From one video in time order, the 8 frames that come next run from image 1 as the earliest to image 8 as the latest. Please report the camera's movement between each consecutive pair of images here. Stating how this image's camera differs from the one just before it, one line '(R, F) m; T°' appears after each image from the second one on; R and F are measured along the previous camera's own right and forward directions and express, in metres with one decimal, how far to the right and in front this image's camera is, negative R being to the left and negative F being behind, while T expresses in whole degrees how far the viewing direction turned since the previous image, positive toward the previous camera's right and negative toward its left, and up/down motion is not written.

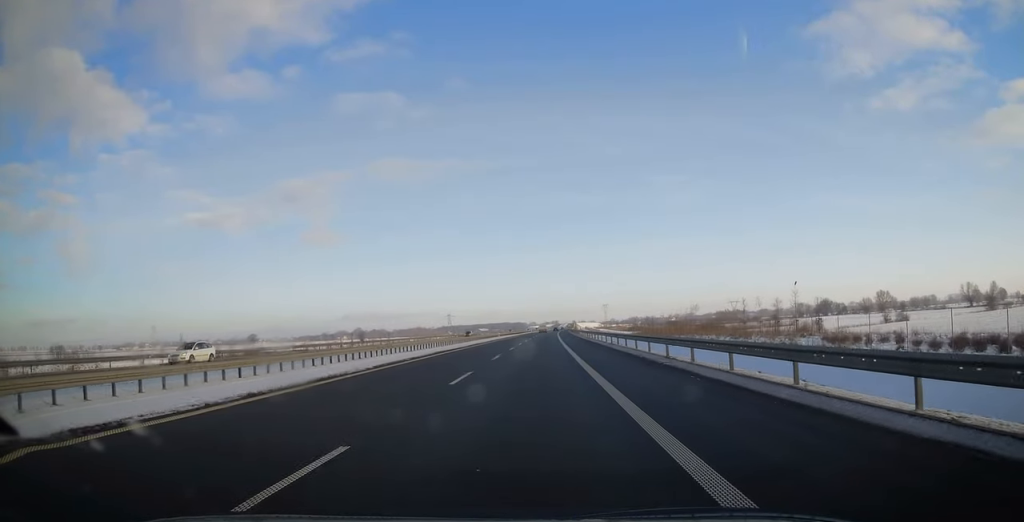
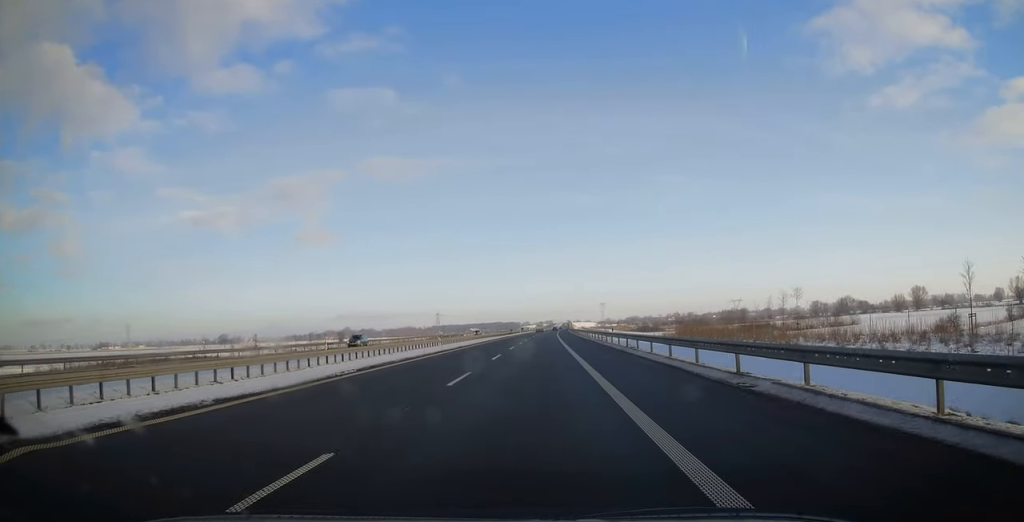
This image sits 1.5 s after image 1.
(+0.5, +48.4) m; +1°
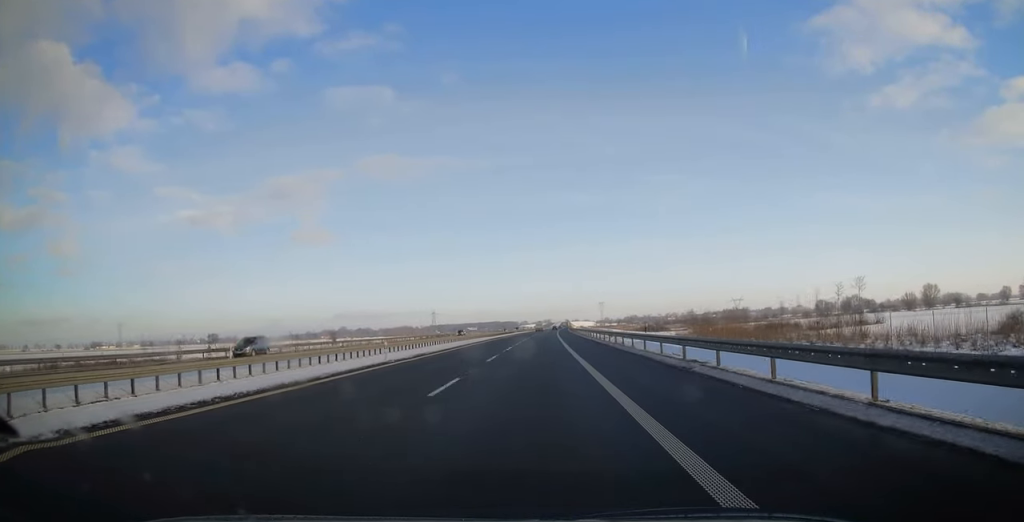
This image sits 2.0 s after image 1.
(0.0, +14.3) m; 0°
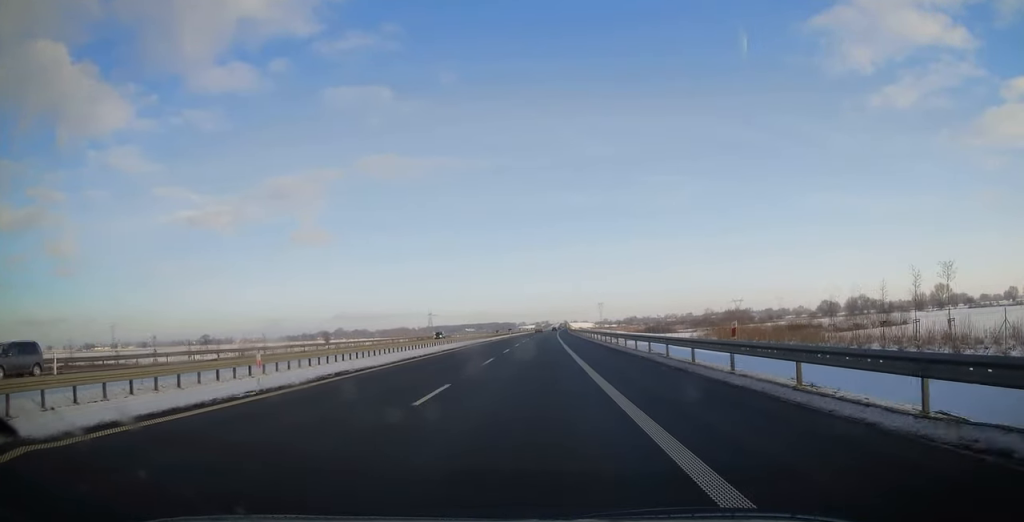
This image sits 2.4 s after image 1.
(-0.2, +13.3) m; 0°
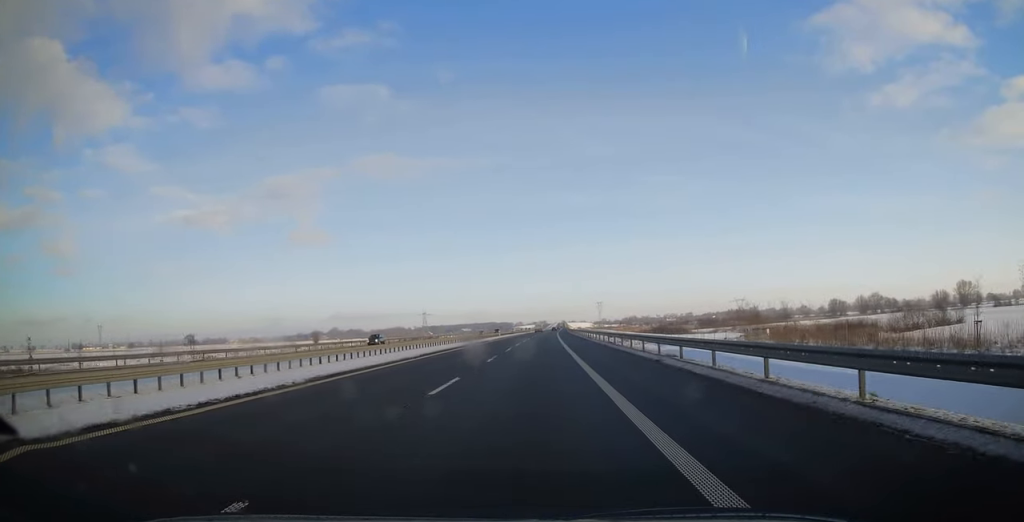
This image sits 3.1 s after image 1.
(+0.2, +22.3) m; +1°
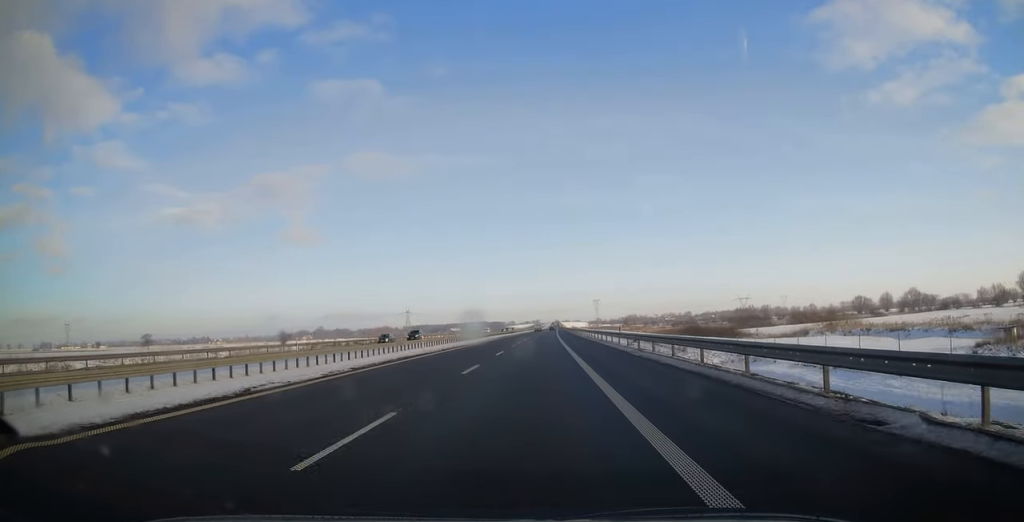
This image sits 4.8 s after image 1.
(+0.3, +54.7) m; 0°
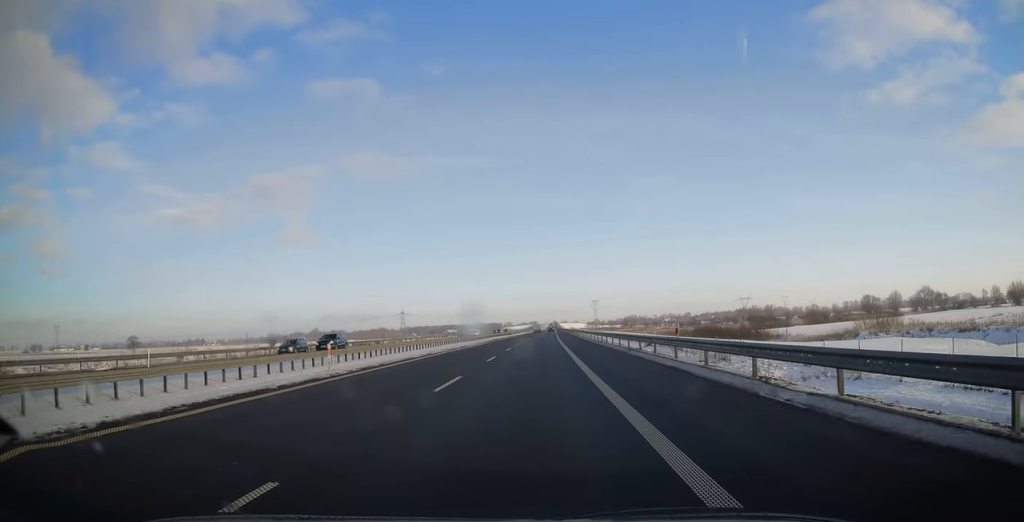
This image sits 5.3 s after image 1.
(0.0, +16.5) m; 0°
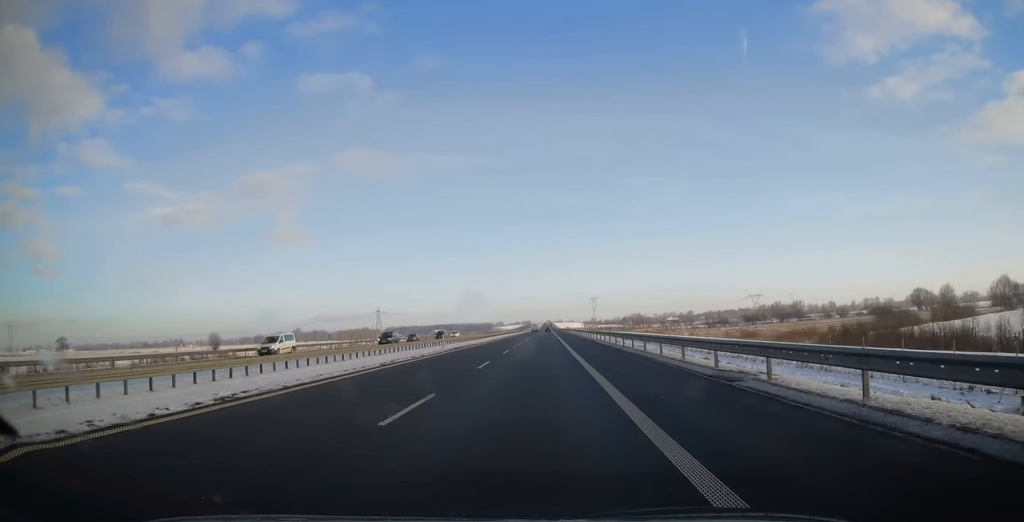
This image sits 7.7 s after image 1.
(+0.3, +76.4) m; 0°
